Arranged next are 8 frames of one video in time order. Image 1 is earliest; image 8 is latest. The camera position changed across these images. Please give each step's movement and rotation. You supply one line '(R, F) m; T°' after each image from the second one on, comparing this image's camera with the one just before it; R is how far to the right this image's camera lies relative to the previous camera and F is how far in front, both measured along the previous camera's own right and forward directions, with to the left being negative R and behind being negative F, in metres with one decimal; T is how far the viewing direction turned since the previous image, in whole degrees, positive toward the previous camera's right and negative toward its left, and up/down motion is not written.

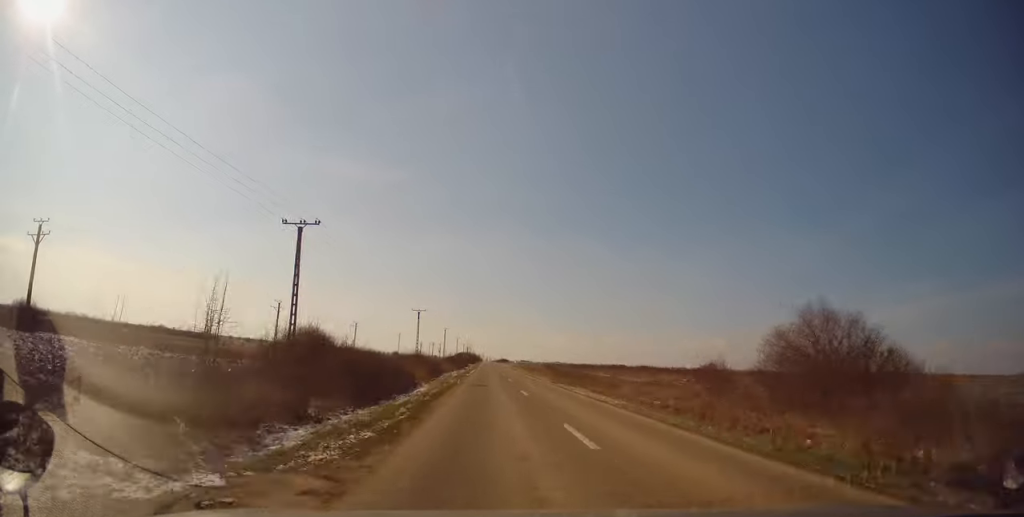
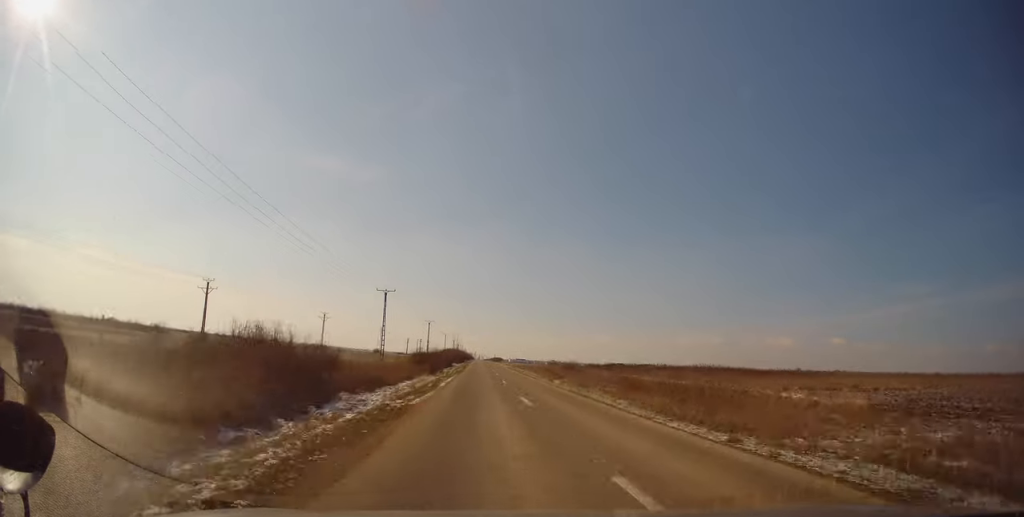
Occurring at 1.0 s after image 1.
(0.0, +30.0) m; +1°
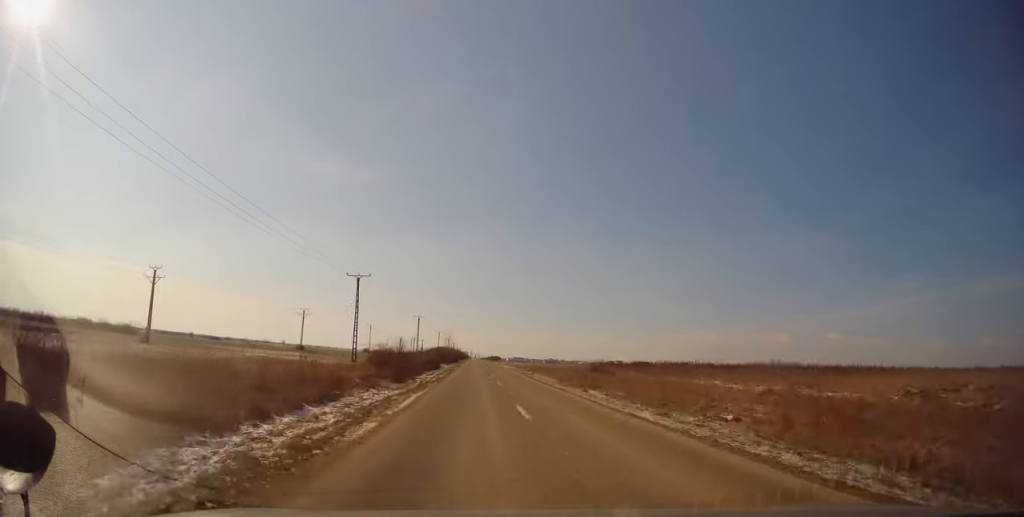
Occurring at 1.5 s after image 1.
(0.0, +15.4) m; 0°
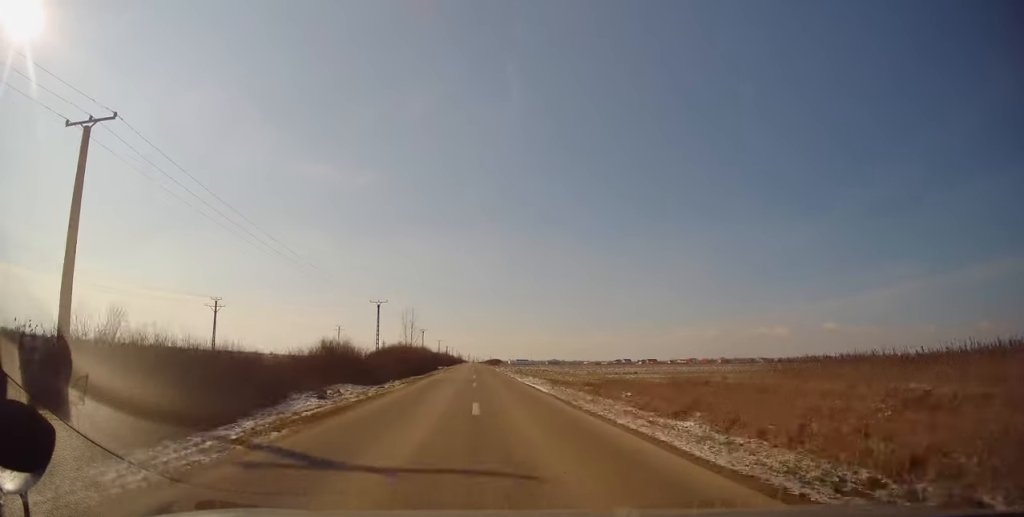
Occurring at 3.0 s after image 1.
(+0.3, +47.0) m; 0°
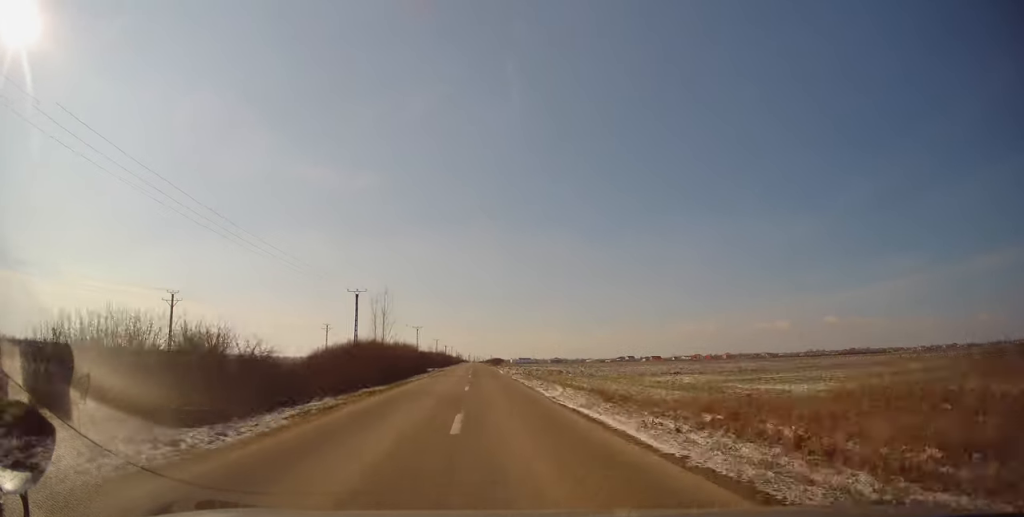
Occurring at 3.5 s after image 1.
(-0.1, +14.9) m; 0°
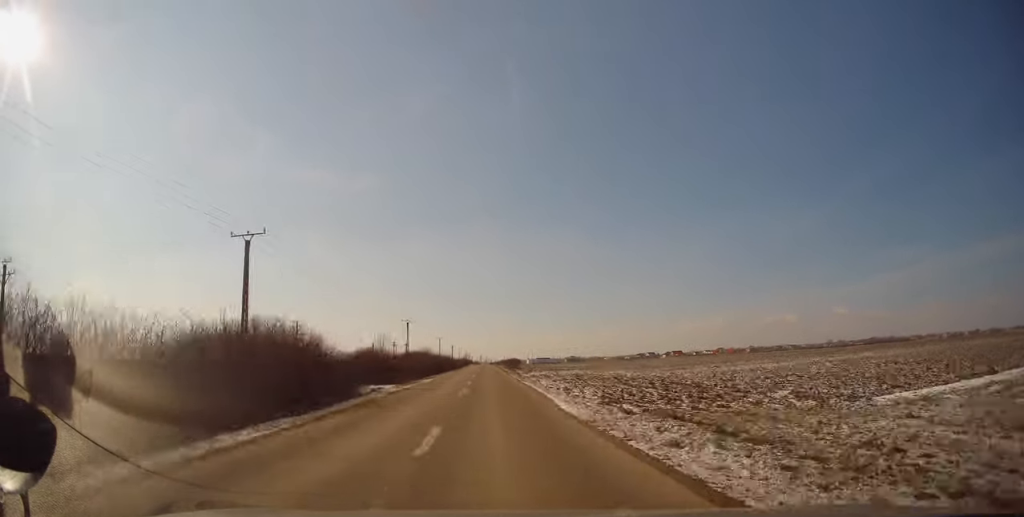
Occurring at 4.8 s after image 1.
(+0.1, +36.9) m; 0°
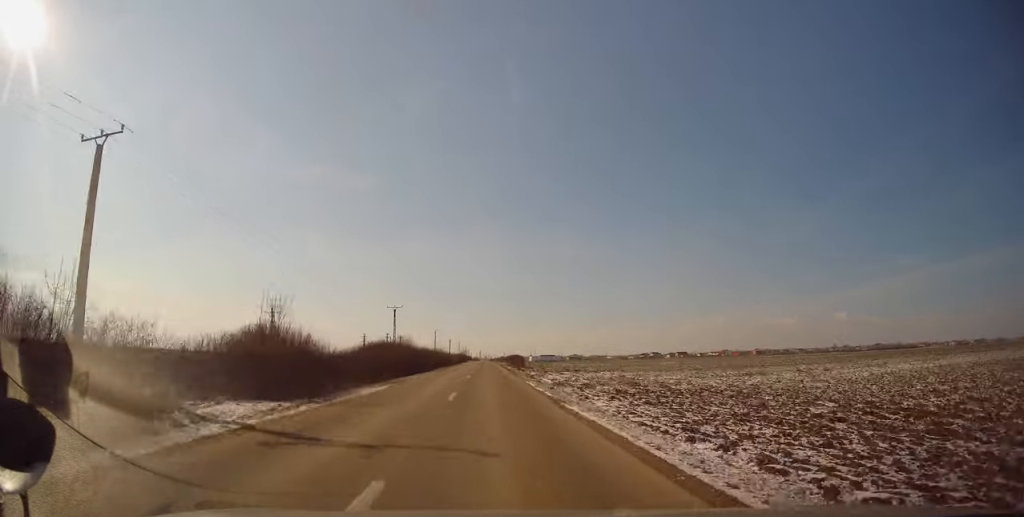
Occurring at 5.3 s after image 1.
(+0.2, +17.0) m; 0°
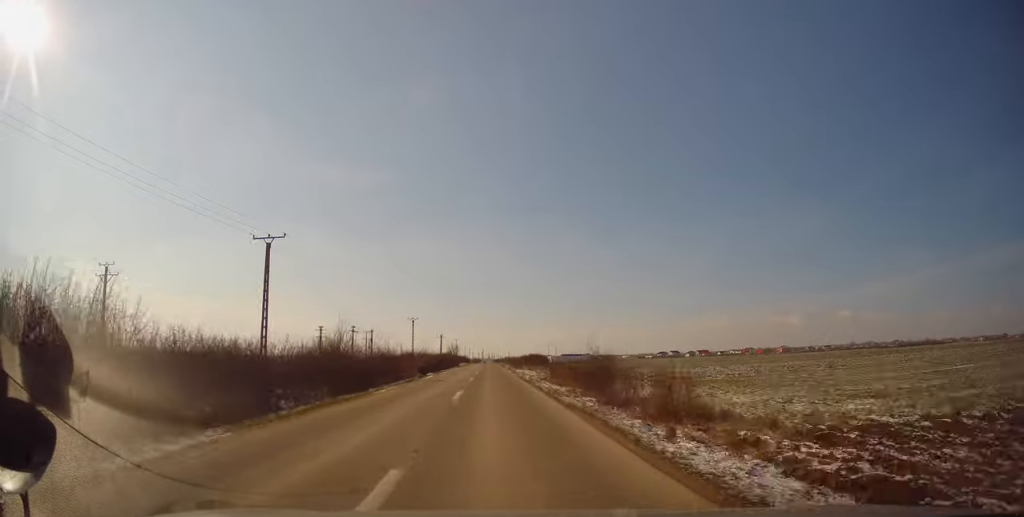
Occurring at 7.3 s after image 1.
(-1.2, +60.2) m; -1°
